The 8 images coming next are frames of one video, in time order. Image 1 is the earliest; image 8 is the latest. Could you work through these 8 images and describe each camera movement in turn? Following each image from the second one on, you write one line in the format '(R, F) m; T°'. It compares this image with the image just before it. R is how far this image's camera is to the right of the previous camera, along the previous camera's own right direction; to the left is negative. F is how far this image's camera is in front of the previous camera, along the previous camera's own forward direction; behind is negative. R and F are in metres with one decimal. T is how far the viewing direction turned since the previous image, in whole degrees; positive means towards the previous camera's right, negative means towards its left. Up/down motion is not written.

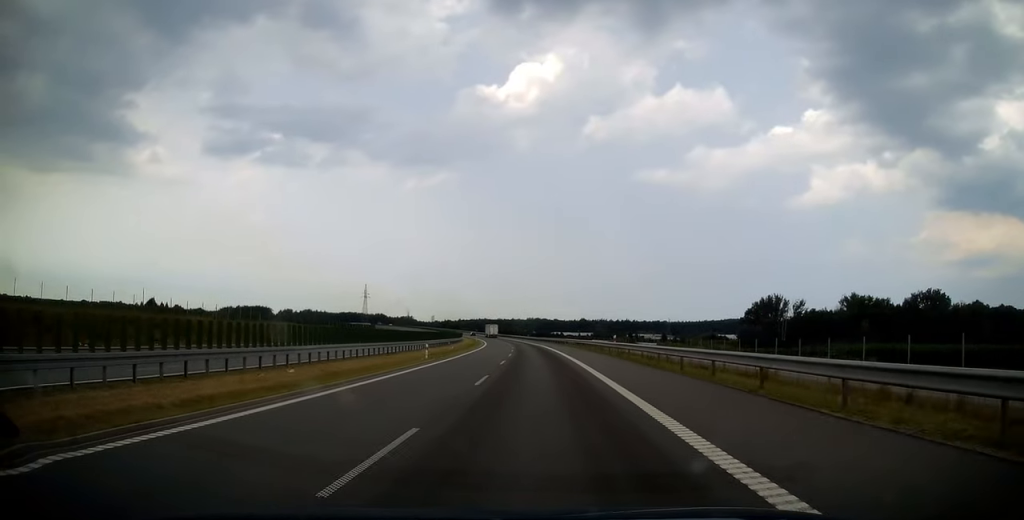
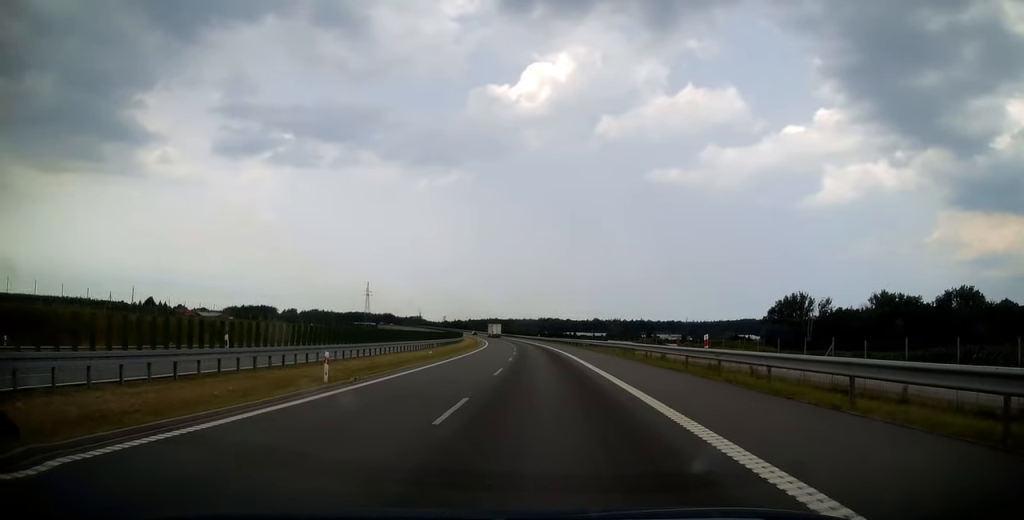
(0.0, +19.7) m; -1°
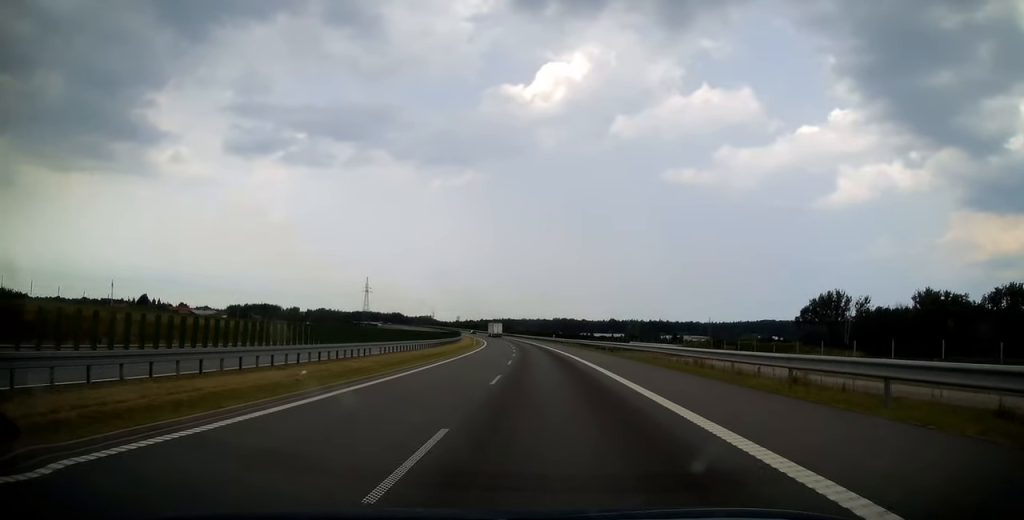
(-0.6, +28.5) m; -2°
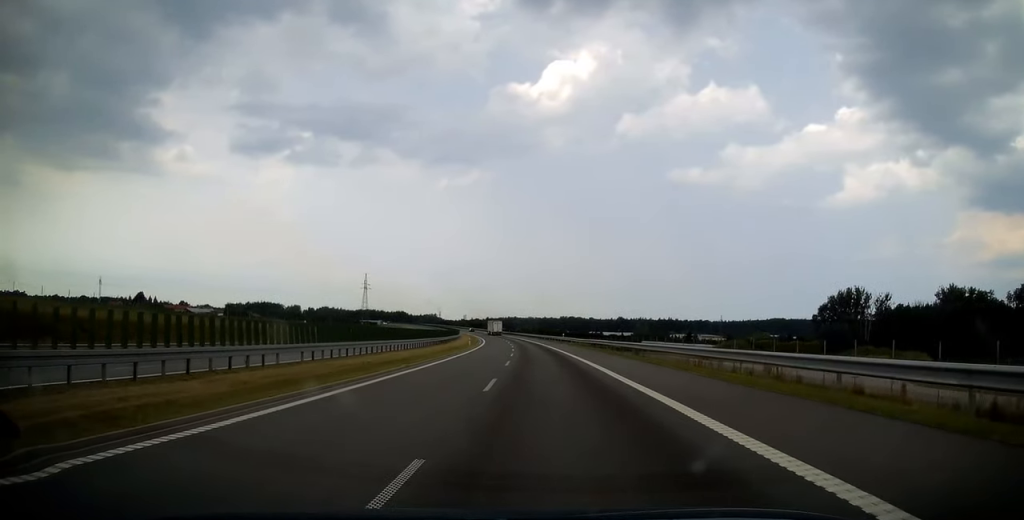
(-0.1, +14.2) m; -1°
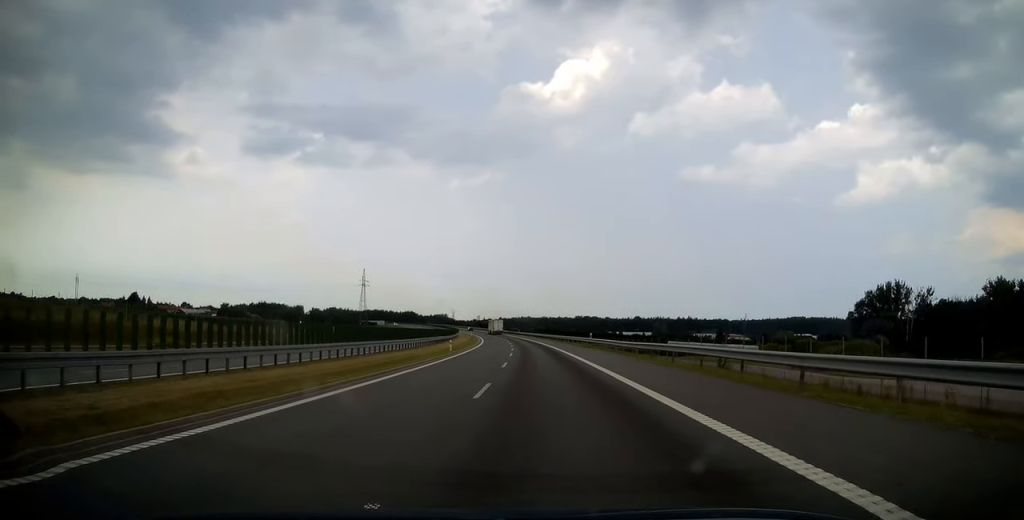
(0.0, +25.7) m; -1°
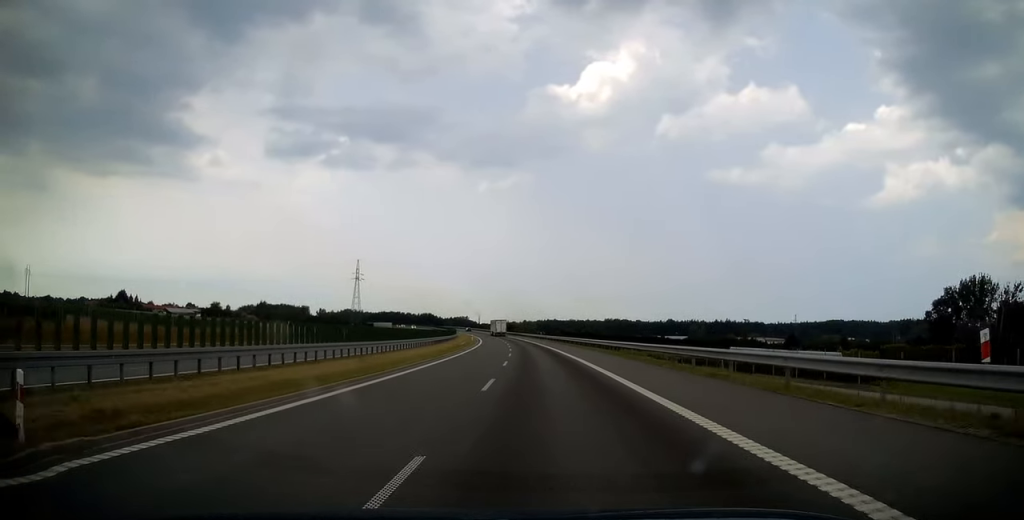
(-1.3, +46.0) m; -3°
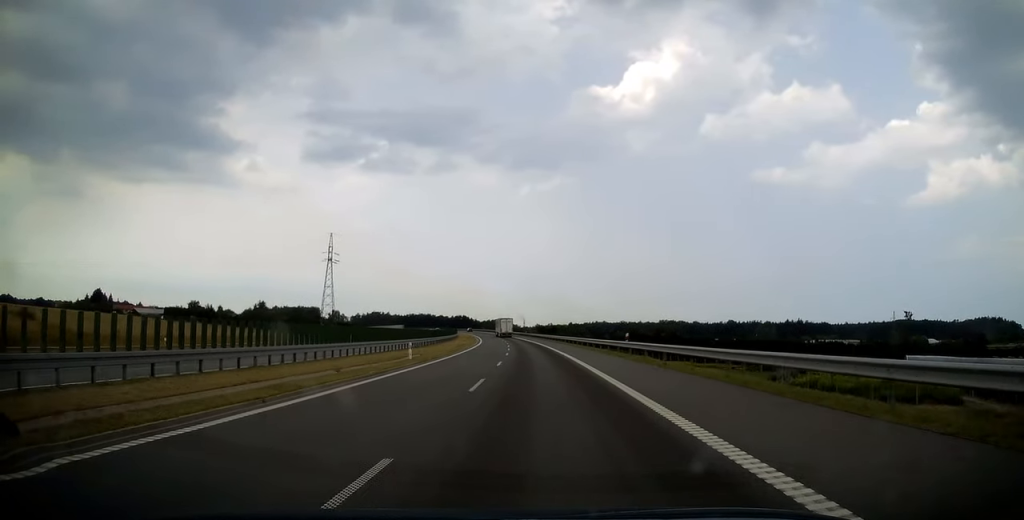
(-2.5, +72.2) m; -4°
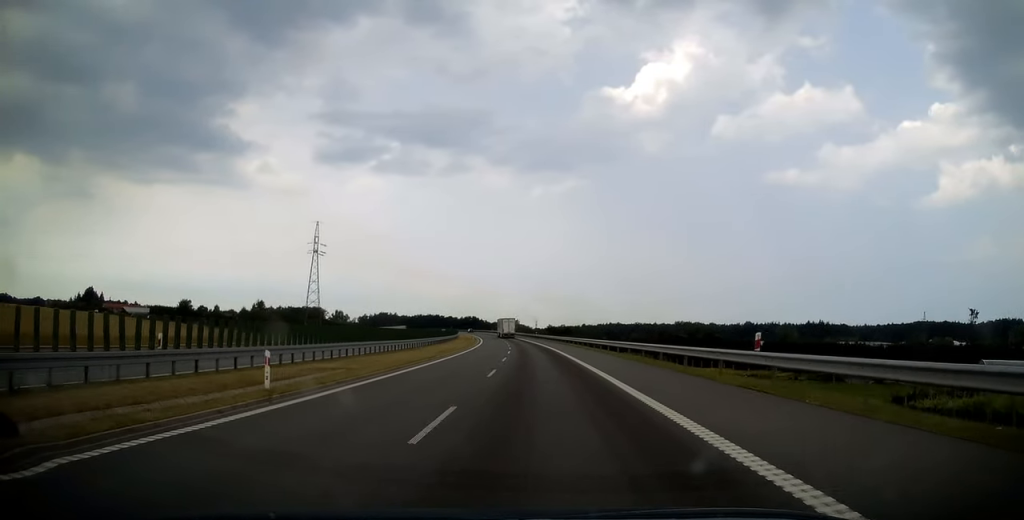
(+0.2, +19.1) m; -1°
